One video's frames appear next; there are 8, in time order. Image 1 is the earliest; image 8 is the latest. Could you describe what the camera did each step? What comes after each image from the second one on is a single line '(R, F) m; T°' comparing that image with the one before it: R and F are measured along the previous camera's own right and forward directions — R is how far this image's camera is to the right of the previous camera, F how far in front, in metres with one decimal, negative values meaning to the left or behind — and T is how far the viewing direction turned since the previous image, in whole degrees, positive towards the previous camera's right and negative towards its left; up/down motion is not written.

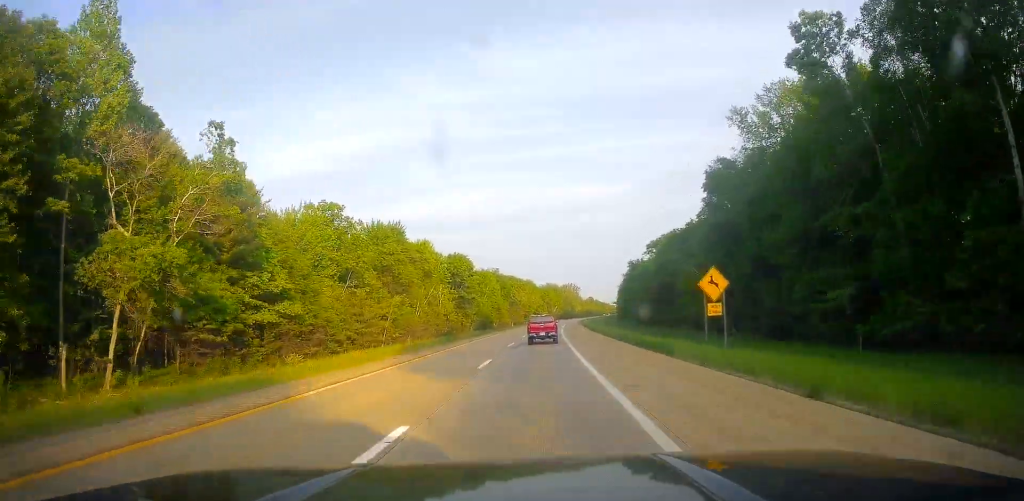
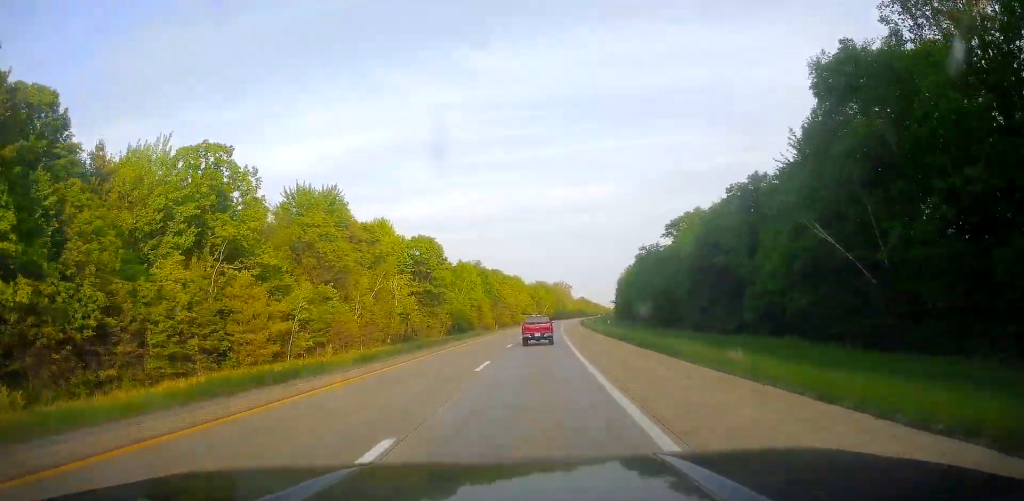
(+0.5, +31.1) m; +1°
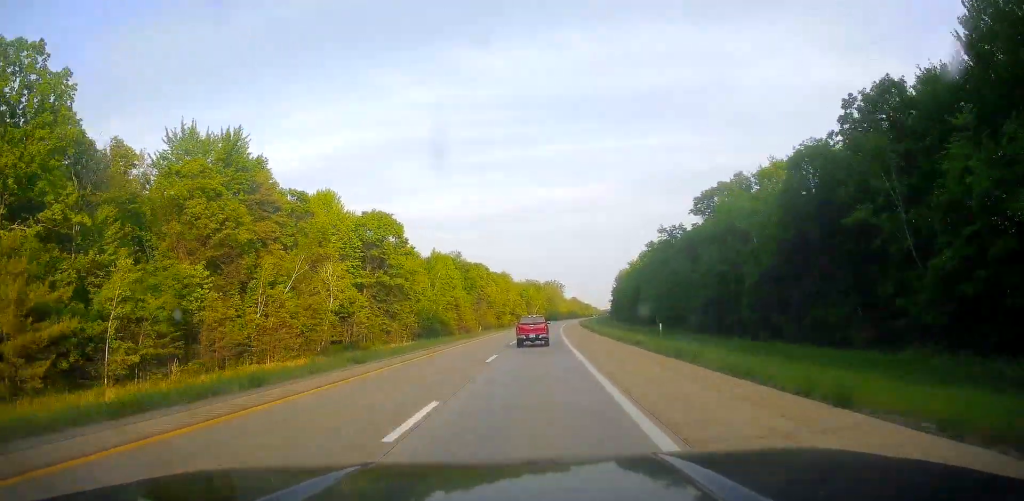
(+0.1, +26.3) m; +1°
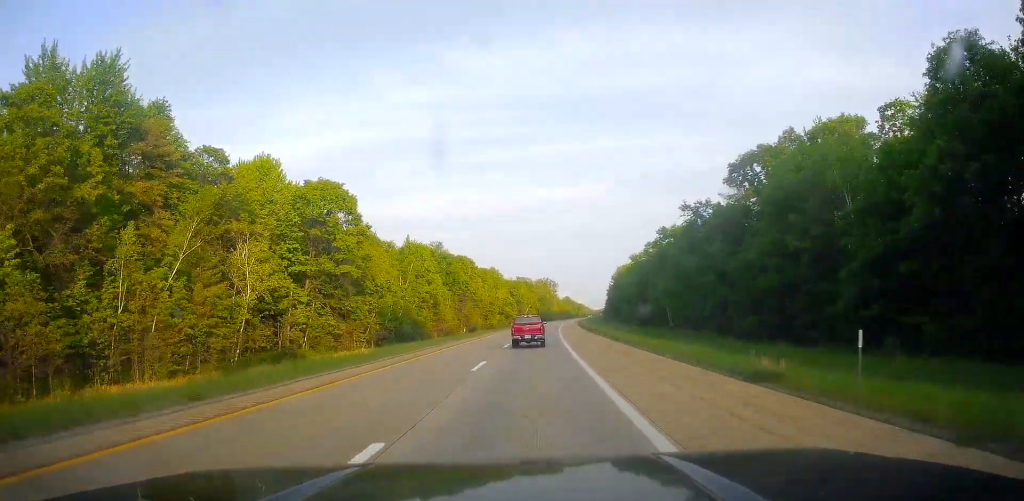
(-0.3, +19.1) m; 0°
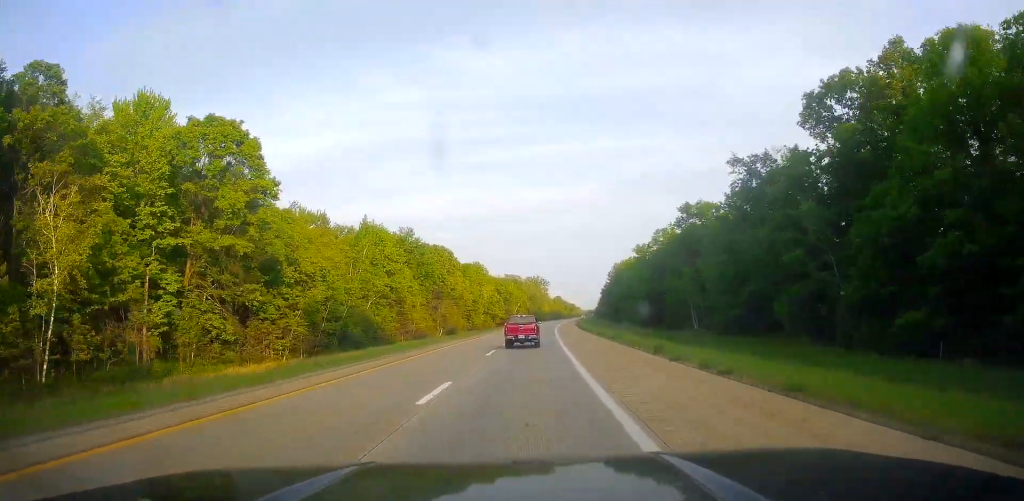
(+0.5, +22.8) m; +1°
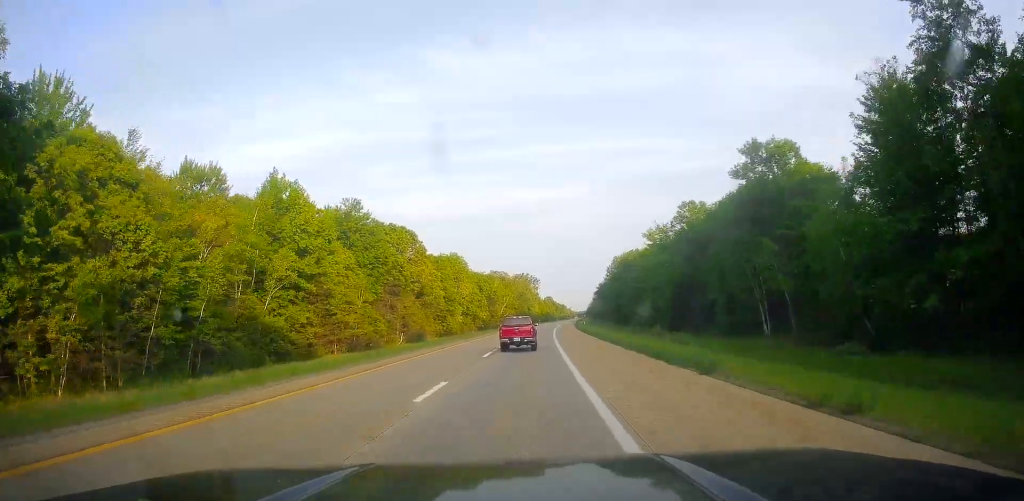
(+0.2, +30.0) m; +1°
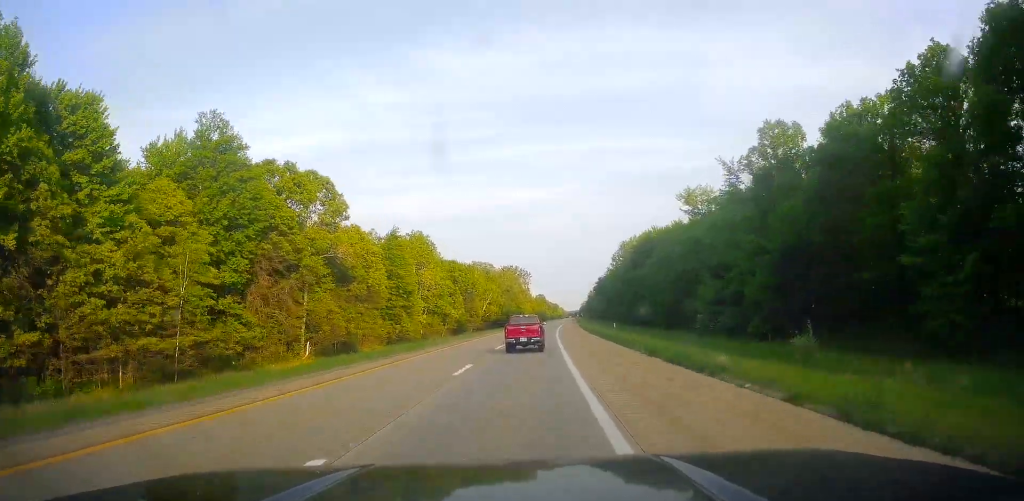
(+0.6, +39.6) m; +2°
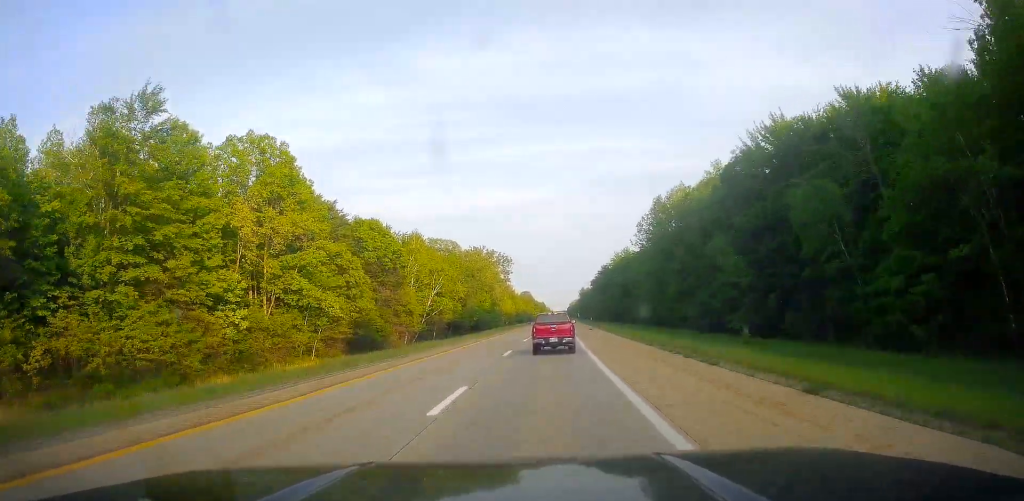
(+1.5, +68.4) m; +1°
